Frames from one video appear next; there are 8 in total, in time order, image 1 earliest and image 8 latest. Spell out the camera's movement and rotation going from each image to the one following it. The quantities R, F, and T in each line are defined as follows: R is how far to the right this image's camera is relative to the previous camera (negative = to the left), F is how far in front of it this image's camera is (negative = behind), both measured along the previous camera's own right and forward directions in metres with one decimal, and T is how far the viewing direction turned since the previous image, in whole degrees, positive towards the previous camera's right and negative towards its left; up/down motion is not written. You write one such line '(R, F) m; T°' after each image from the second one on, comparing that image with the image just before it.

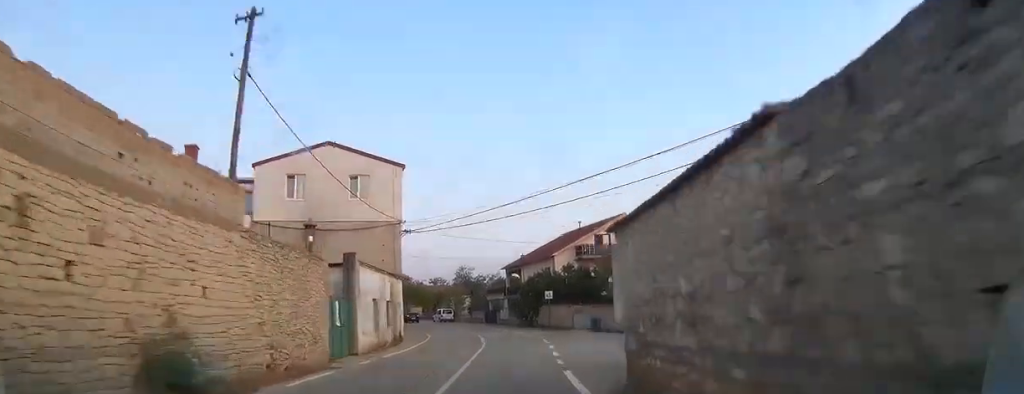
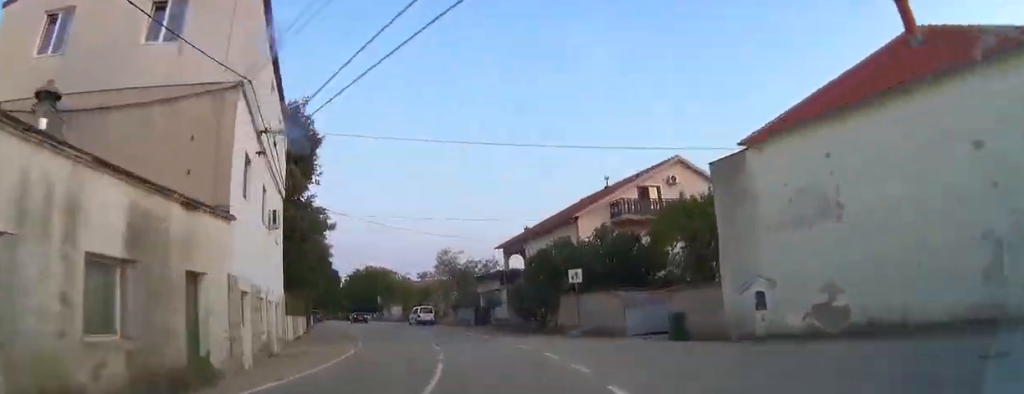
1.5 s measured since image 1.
(0.0, +19.2) m; -2°
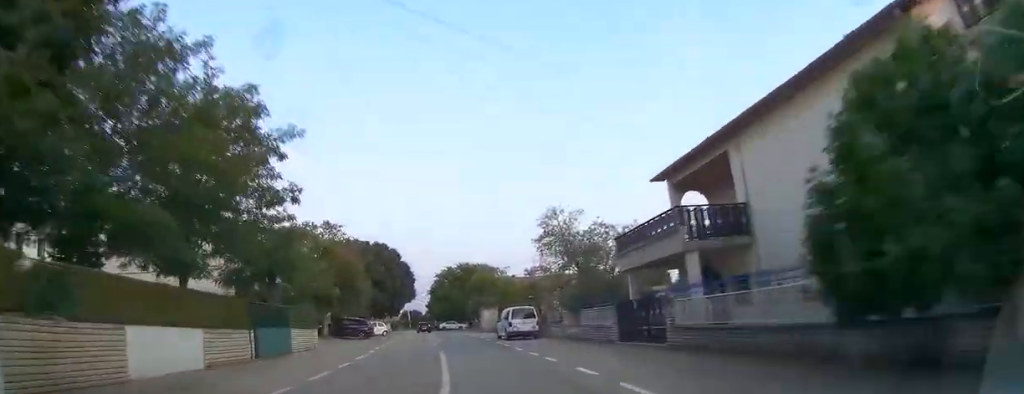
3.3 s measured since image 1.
(-0.7, +24.0) m; -8°
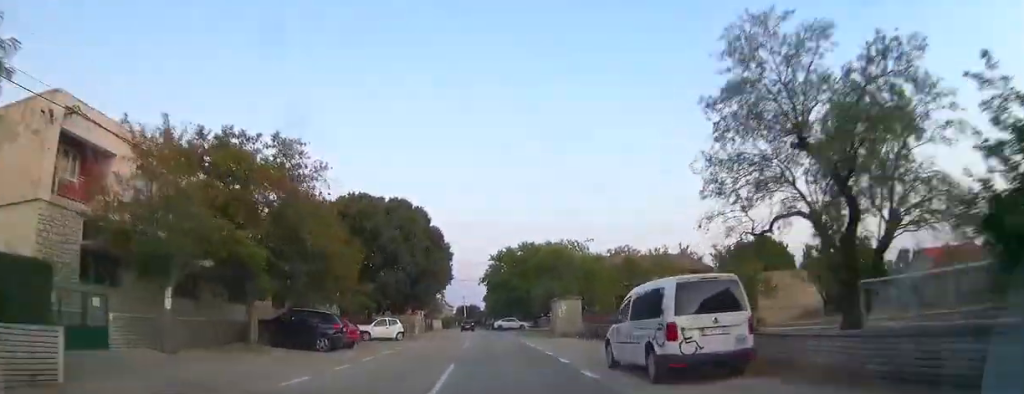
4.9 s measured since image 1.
(-2.2, +20.5) m; -7°
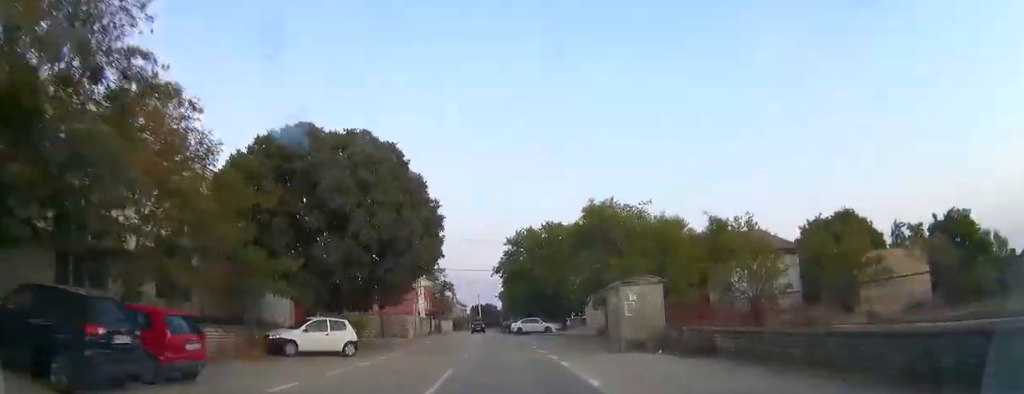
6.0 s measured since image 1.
(-0.5, +14.0) m; -2°
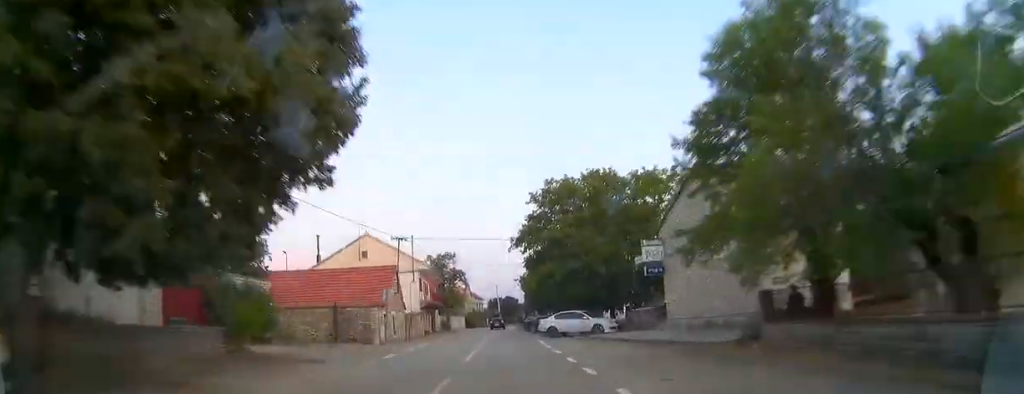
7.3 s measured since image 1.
(-0.1, +16.7) m; -2°
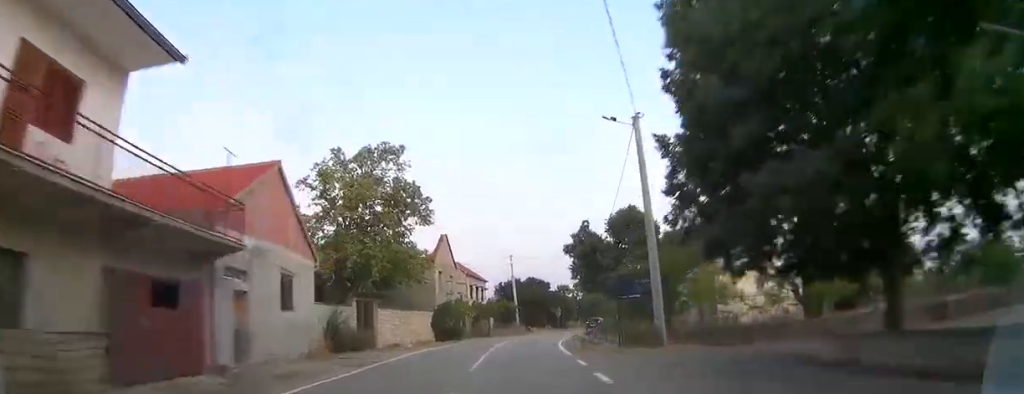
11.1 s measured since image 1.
(-1.7, +51.2) m; -2°
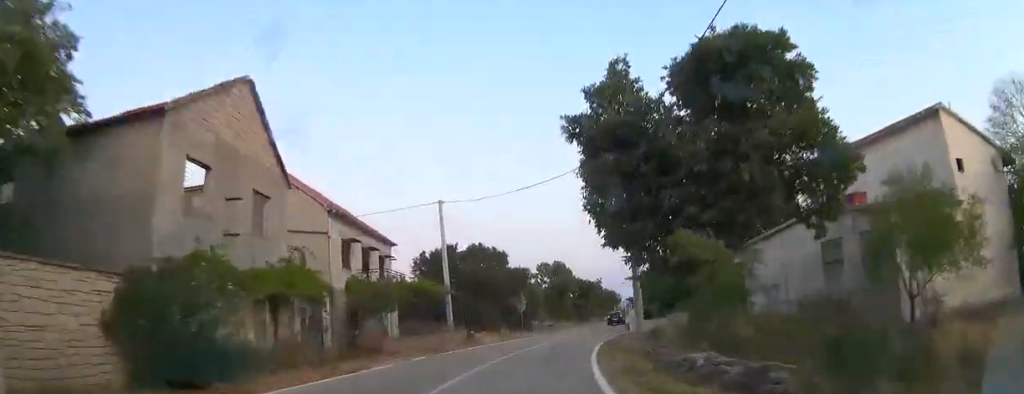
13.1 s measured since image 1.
(+0.3, +27.5) m; +6°
